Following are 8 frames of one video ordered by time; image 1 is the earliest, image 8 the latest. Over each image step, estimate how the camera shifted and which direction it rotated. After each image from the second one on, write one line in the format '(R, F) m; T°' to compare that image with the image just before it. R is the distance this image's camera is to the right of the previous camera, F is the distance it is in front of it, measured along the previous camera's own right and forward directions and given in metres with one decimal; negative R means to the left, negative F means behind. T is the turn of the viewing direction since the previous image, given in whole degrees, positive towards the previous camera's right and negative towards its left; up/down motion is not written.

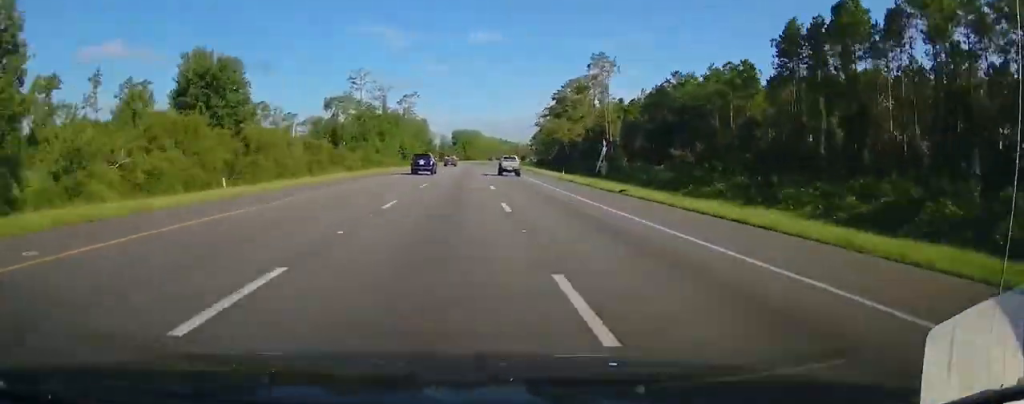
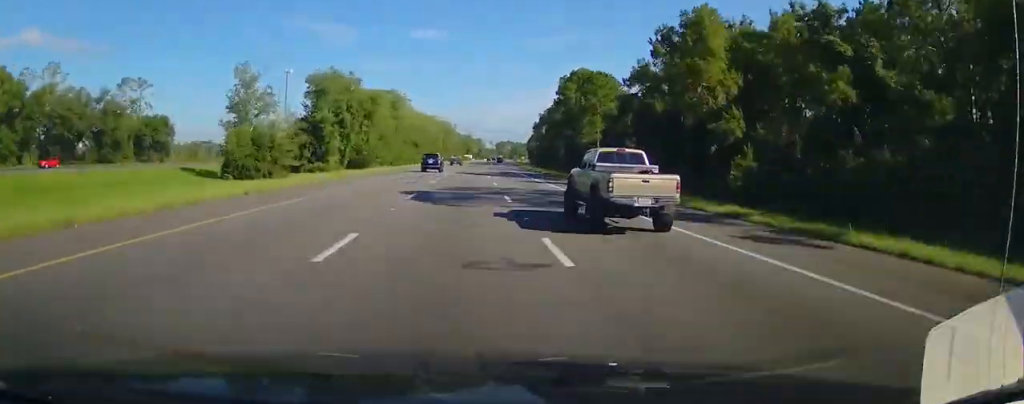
(+8.0, +183.9) m; +5°
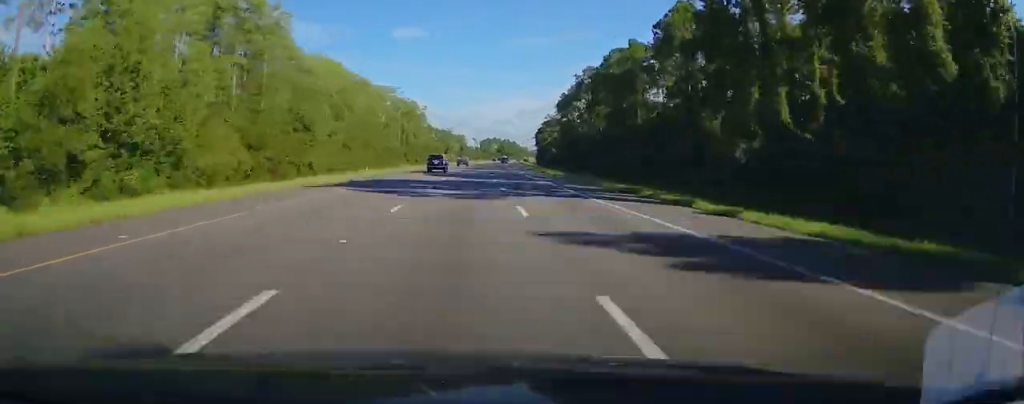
(+2.0, +80.3) m; +3°
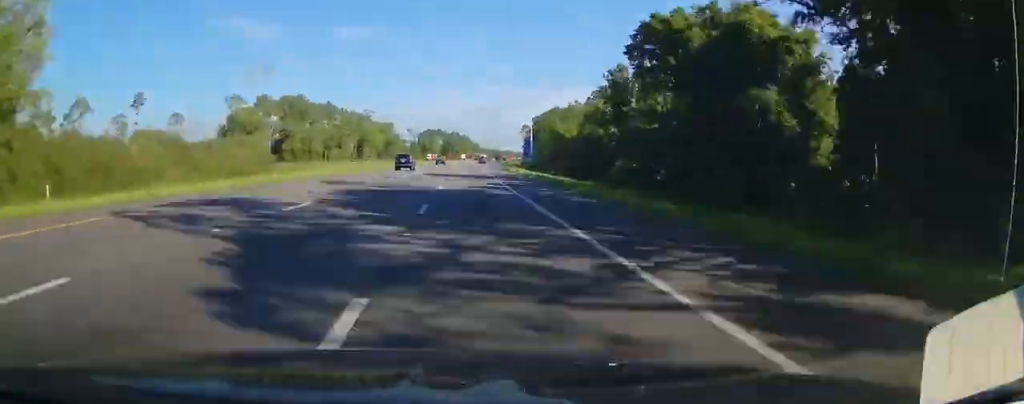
(+6.9, +168.5) m; +5°
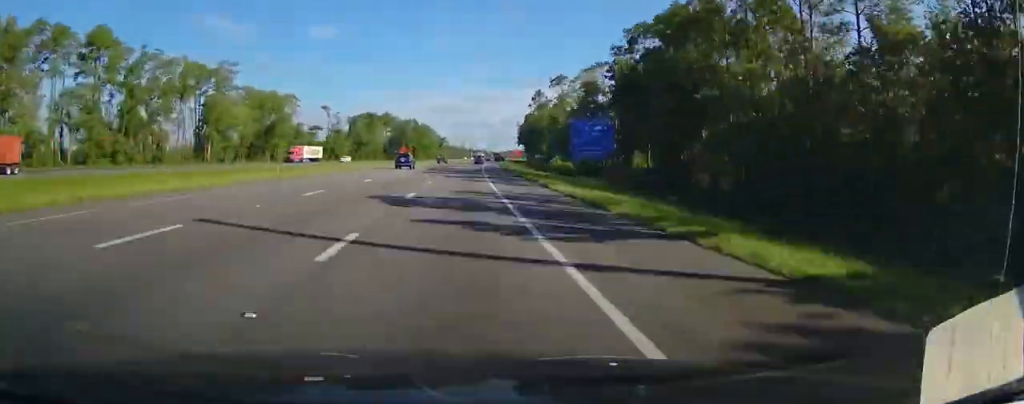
(+5.9, +174.8) m; +3°
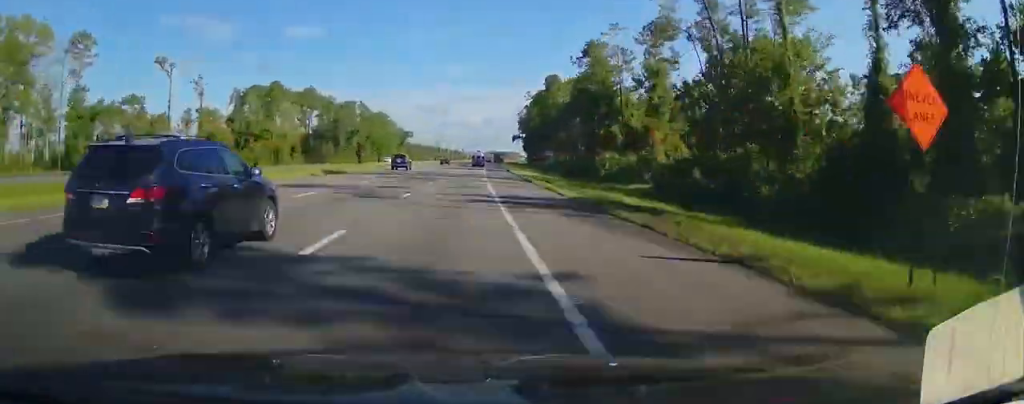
(+1.9, +124.3) m; +2°
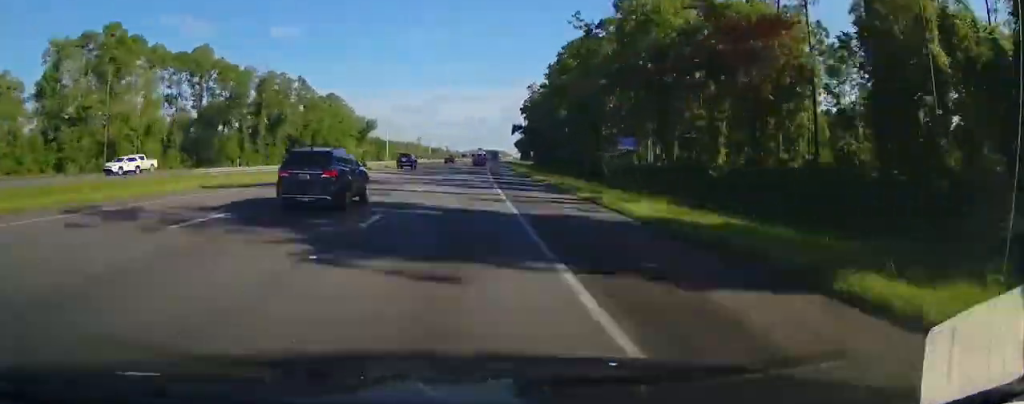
(-1.1, +79.0) m; +1°
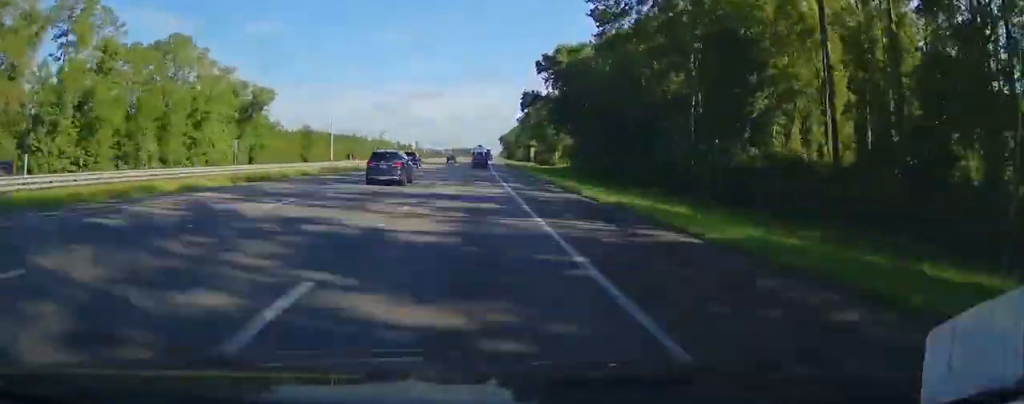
(+3.6, +81.8) m; +3°
